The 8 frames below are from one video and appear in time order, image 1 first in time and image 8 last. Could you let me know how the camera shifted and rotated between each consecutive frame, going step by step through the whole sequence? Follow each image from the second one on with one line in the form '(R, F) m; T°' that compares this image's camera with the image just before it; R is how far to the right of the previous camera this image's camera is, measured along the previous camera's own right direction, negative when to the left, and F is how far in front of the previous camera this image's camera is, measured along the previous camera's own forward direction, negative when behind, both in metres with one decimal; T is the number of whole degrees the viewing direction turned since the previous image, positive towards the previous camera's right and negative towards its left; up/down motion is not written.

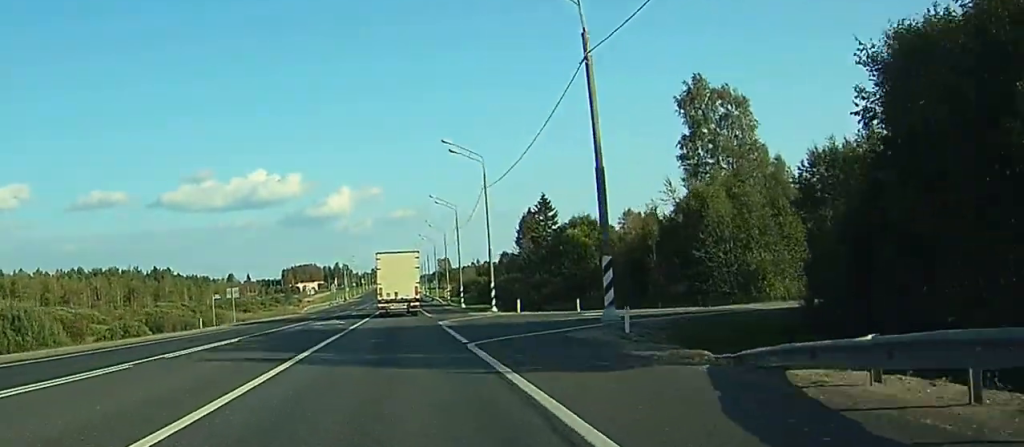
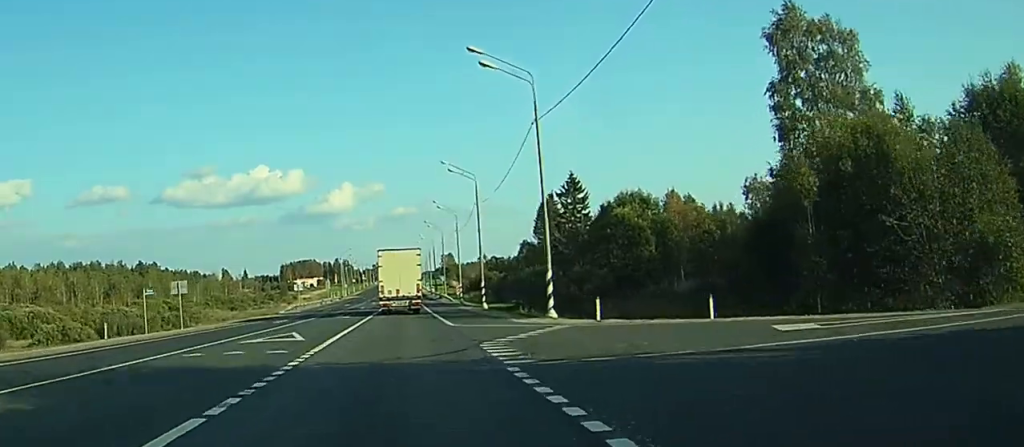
(+0.2, +20.6) m; +1°
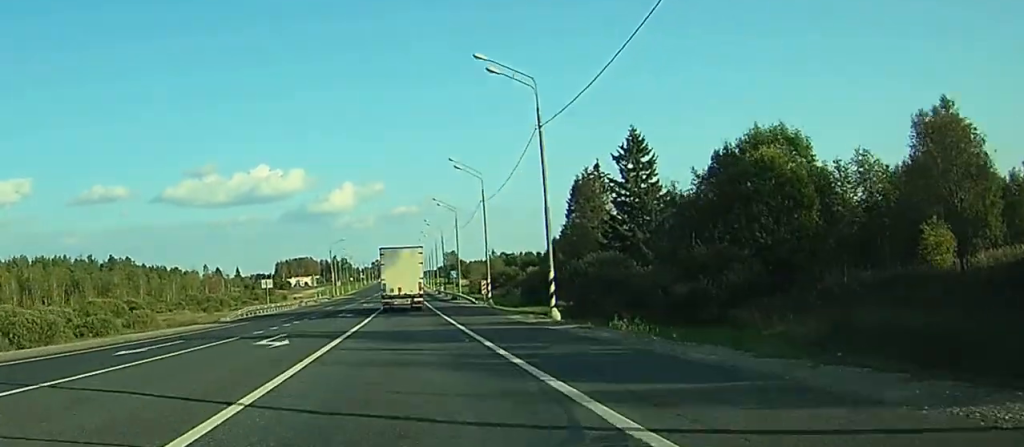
(-0.5, +30.6) m; -3°
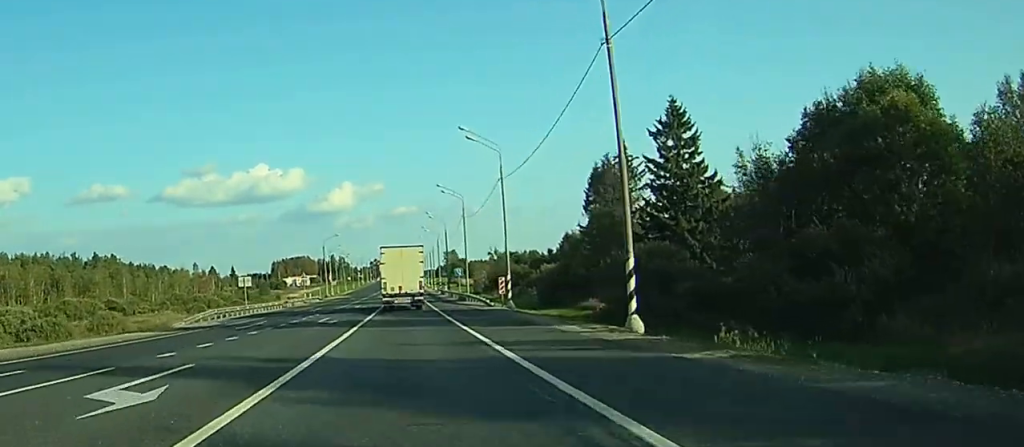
(-0.6, +13.3) m; -1°
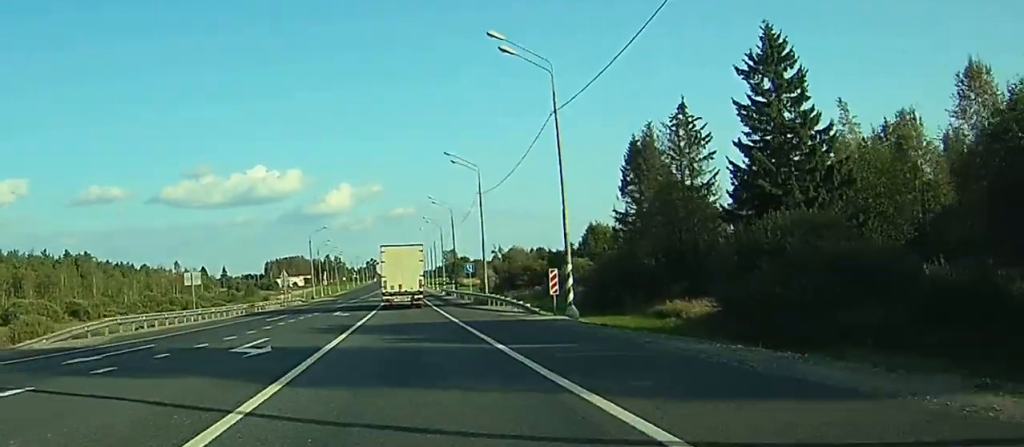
(+0.7, +20.7) m; +2°
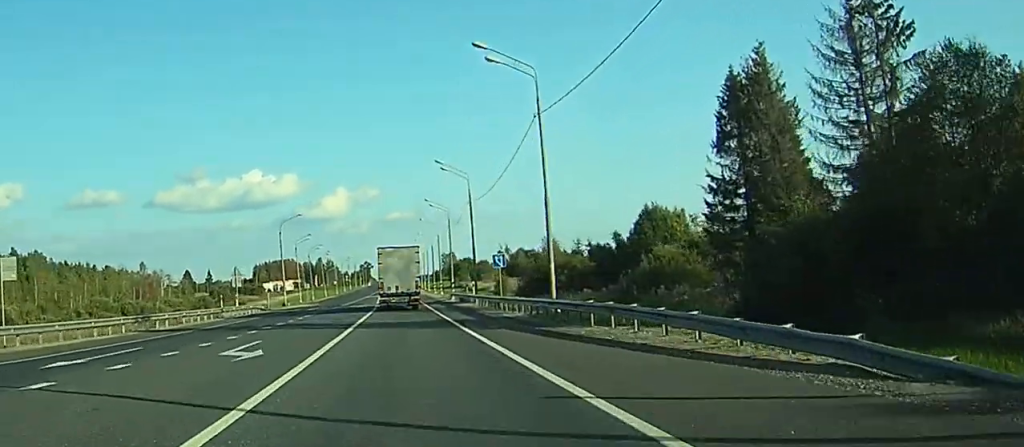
(+0.2, +31.0) m; +1°
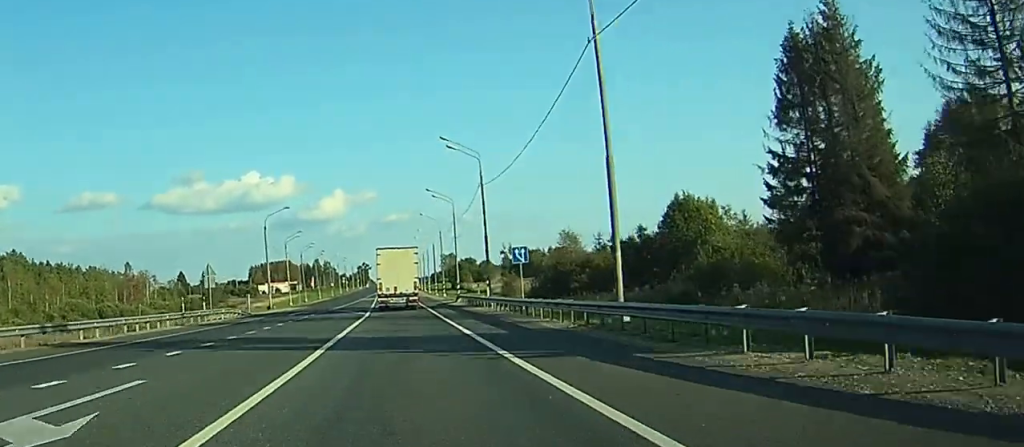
(0.0, +11.3) m; 0°
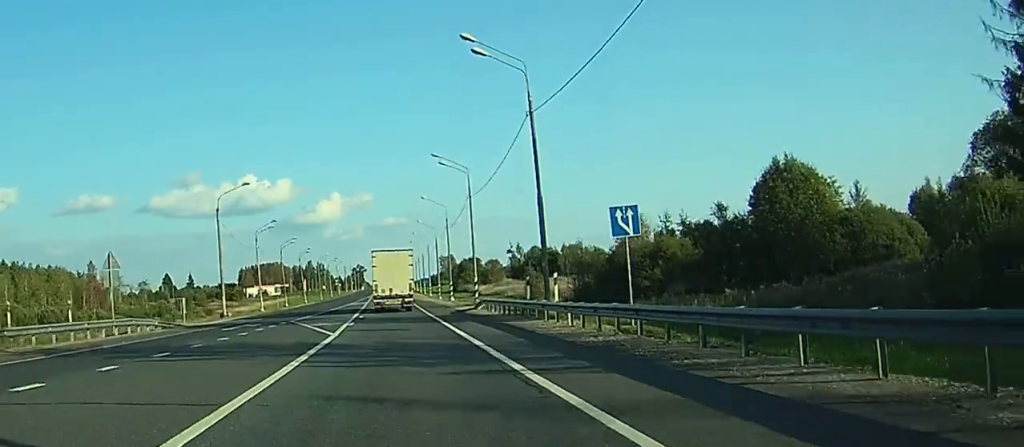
(0.0, +24.1) m; 0°
